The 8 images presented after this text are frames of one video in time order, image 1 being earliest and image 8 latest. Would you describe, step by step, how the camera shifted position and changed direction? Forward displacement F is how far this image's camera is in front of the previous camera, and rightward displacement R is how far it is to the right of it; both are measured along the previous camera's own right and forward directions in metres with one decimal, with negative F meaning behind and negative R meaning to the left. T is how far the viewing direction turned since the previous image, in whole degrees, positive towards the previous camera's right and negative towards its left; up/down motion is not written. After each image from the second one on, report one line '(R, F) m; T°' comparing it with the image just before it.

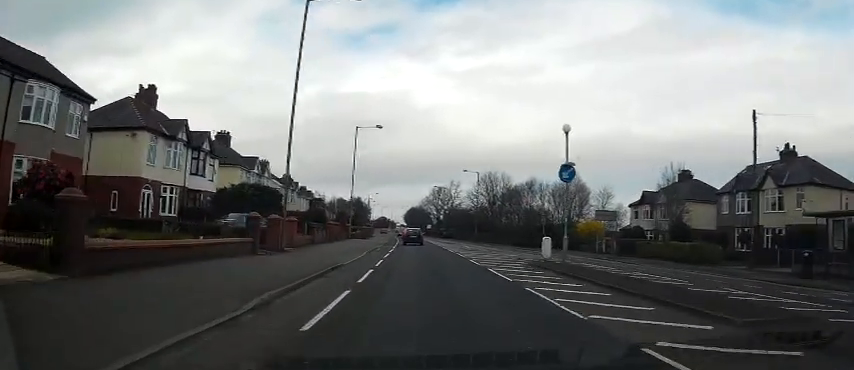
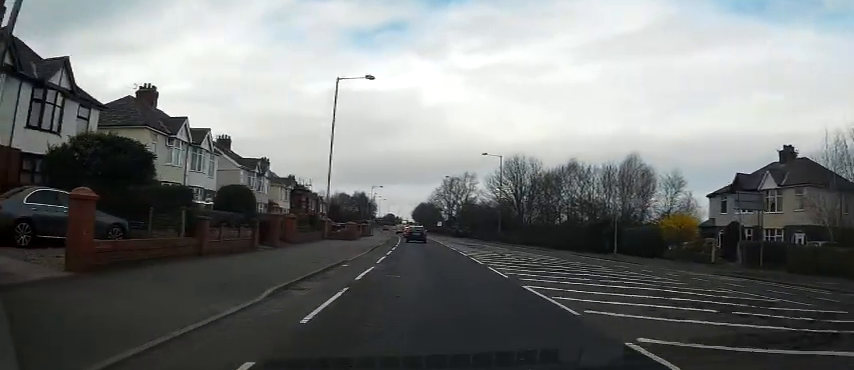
(+0.5, +17.7) m; +2°
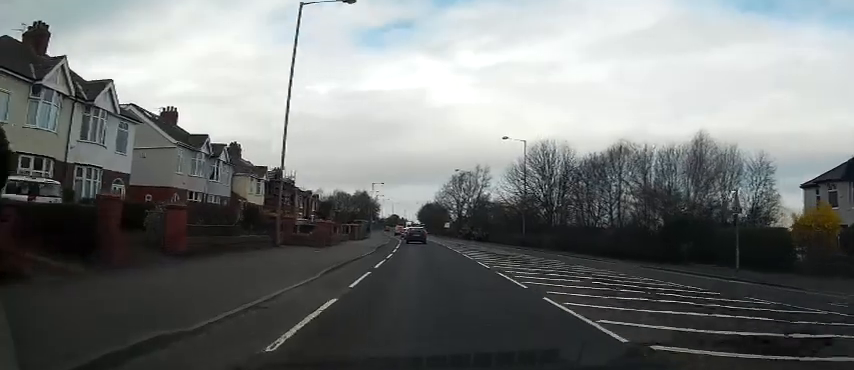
(-0.2, +13.8) m; -2°
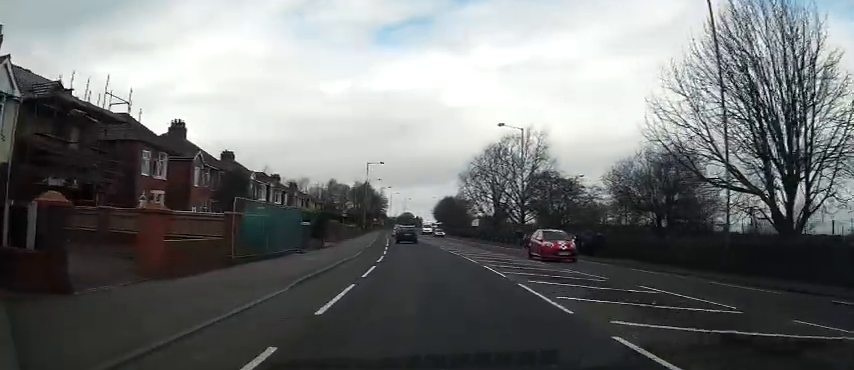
(-1.3, +39.9) m; -3°
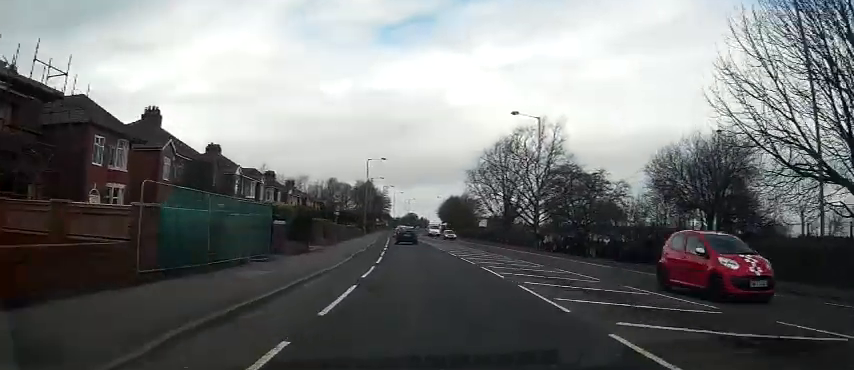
(-0.1, +5.8) m; -1°
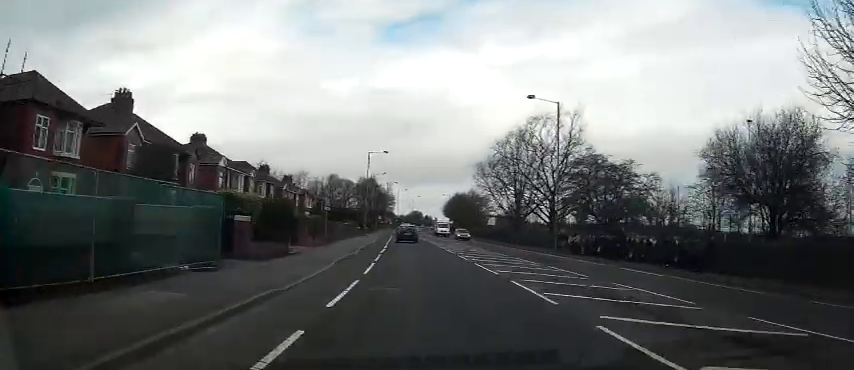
(-0.2, +5.2) m; -1°
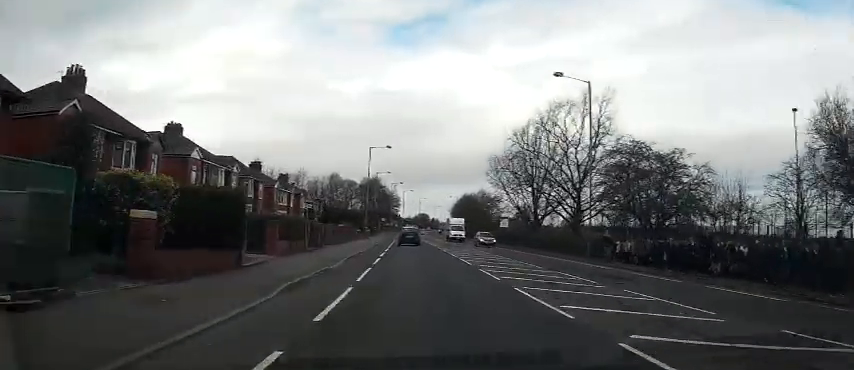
(-0.1, +7.3) m; -1°
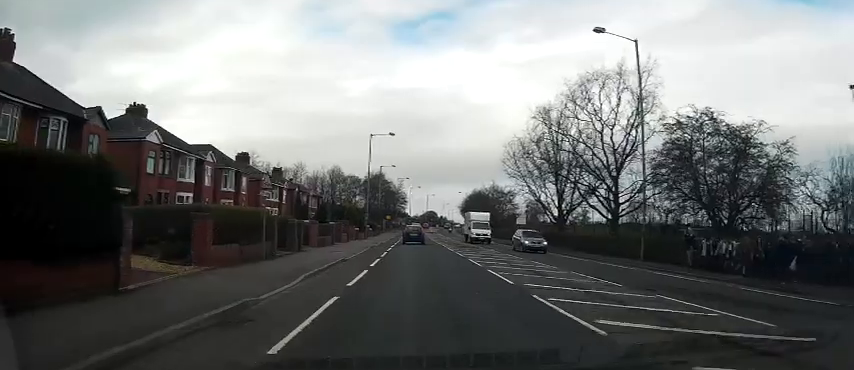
(0.0, +7.7) m; 0°
